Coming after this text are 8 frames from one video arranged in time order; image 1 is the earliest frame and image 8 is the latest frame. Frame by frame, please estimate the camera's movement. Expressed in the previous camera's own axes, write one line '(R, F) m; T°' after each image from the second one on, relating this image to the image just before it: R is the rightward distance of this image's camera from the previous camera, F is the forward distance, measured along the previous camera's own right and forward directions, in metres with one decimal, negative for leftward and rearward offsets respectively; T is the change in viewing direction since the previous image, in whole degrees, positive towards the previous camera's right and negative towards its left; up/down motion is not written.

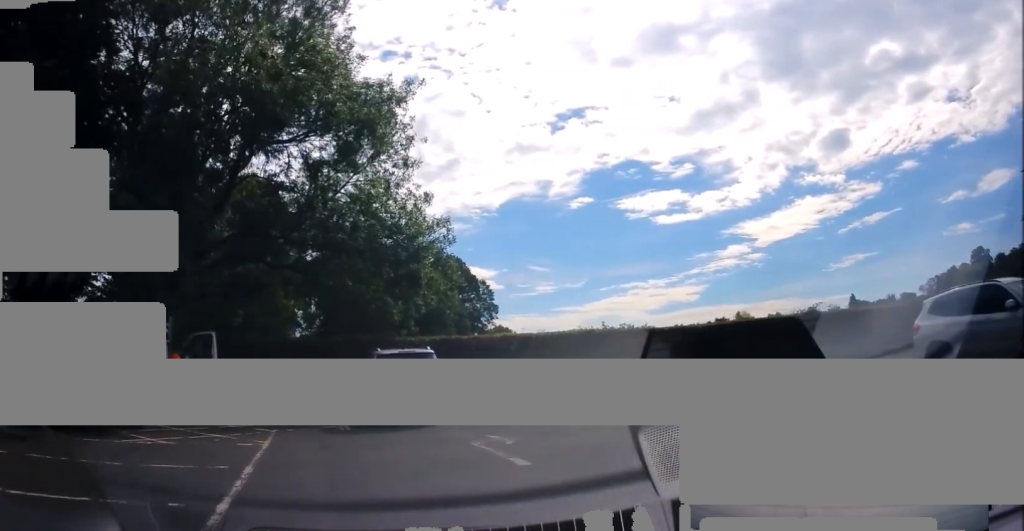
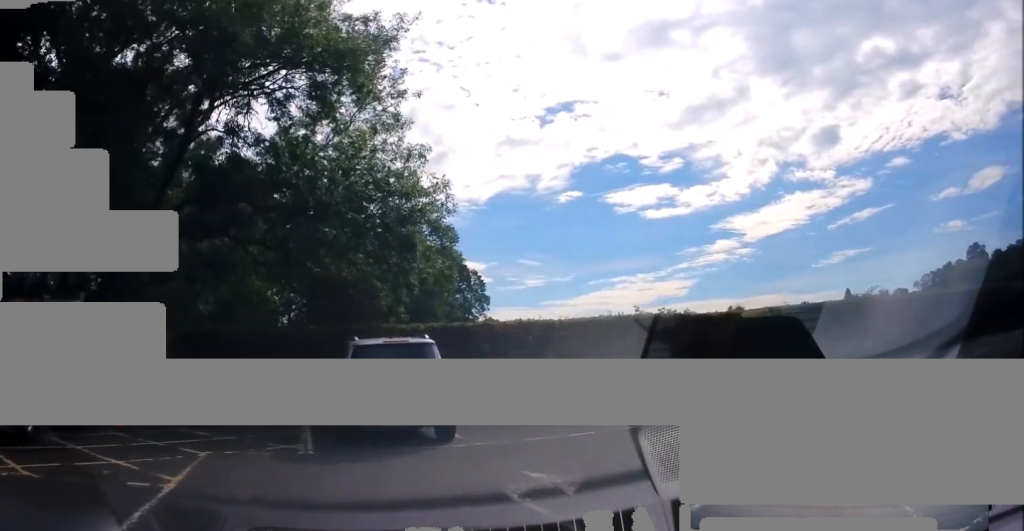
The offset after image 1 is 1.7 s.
(0.0, +4.3) m; +5°
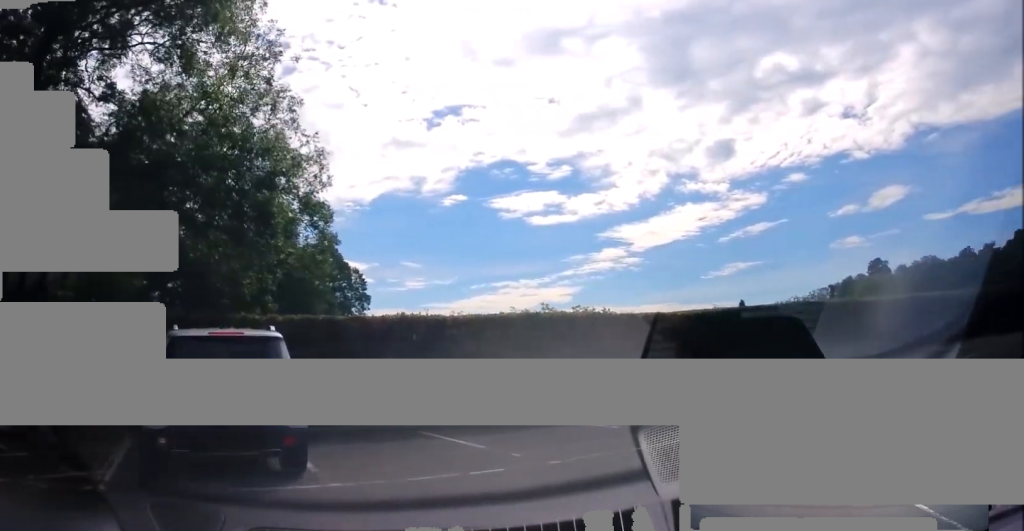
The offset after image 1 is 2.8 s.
(+0.3, +3.0) m; +14°
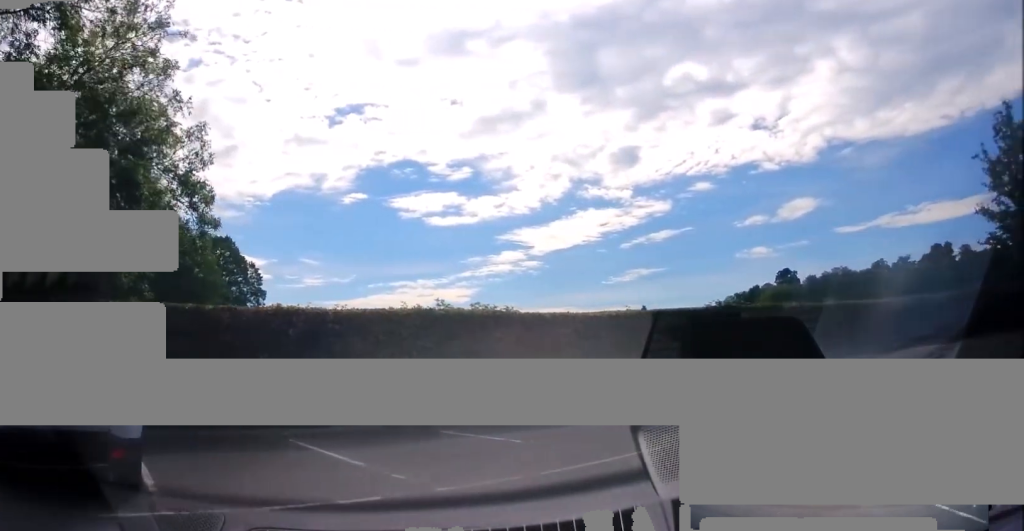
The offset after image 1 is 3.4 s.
(+0.2, +1.5) m; +7°
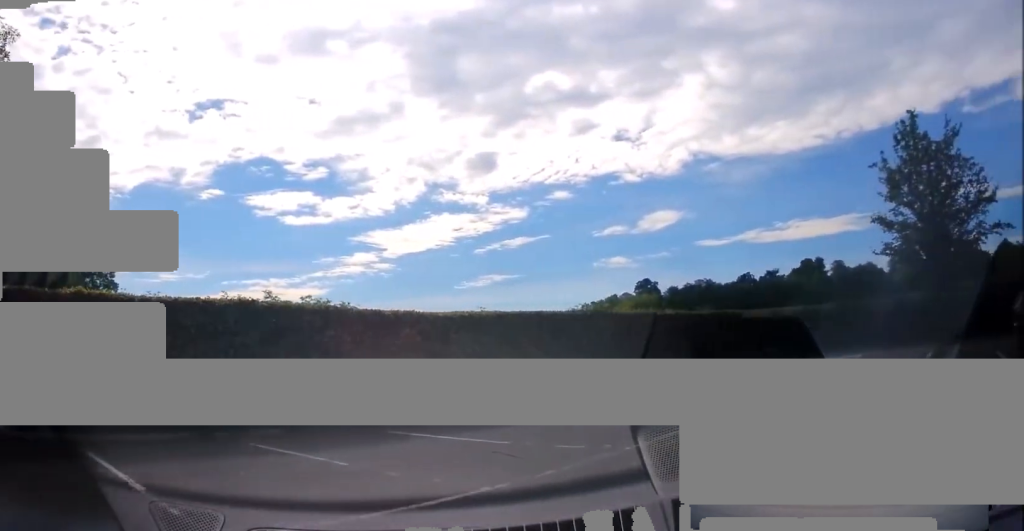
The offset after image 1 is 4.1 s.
(+0.1, +1.7) m; +8°
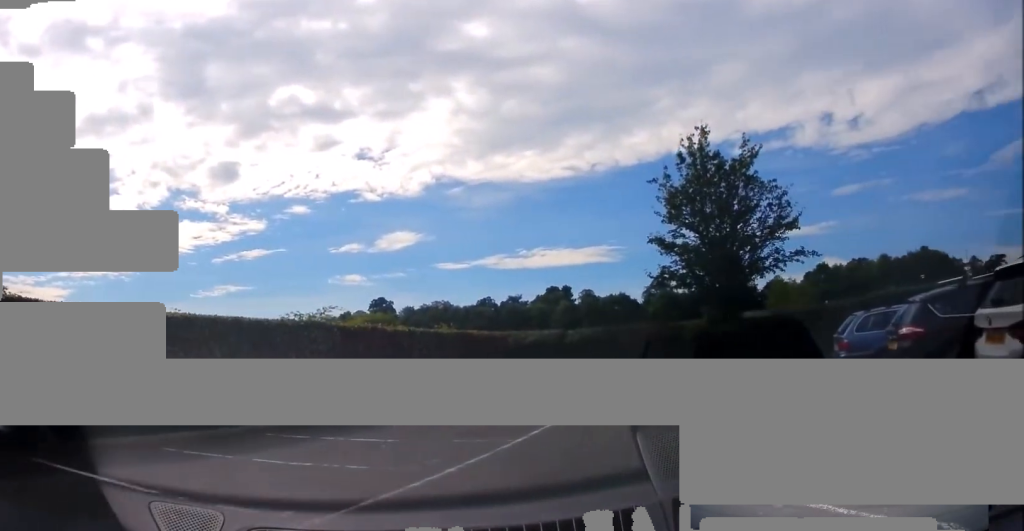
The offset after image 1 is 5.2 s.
(+0.3, +2.6) m; +18°
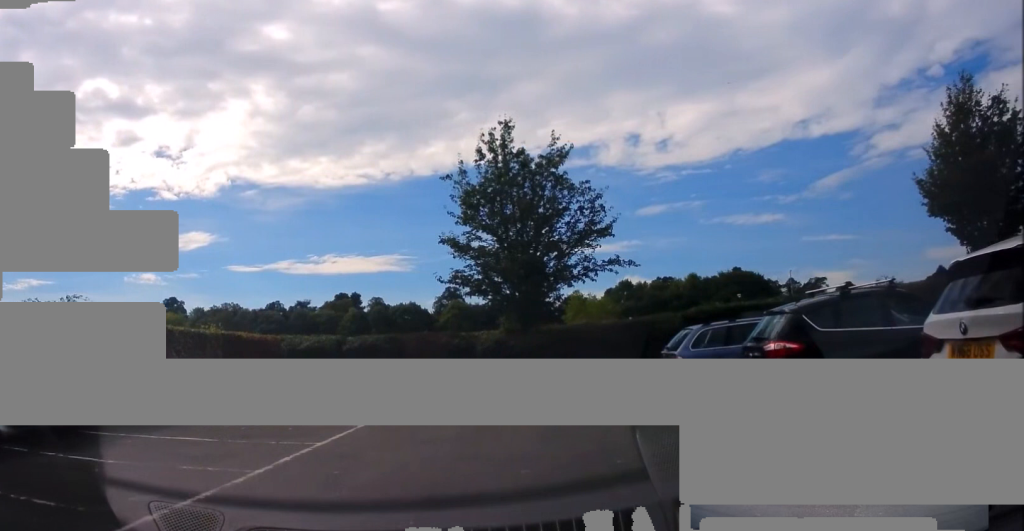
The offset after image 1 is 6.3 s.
(+0.5, +2.1) m; +12°
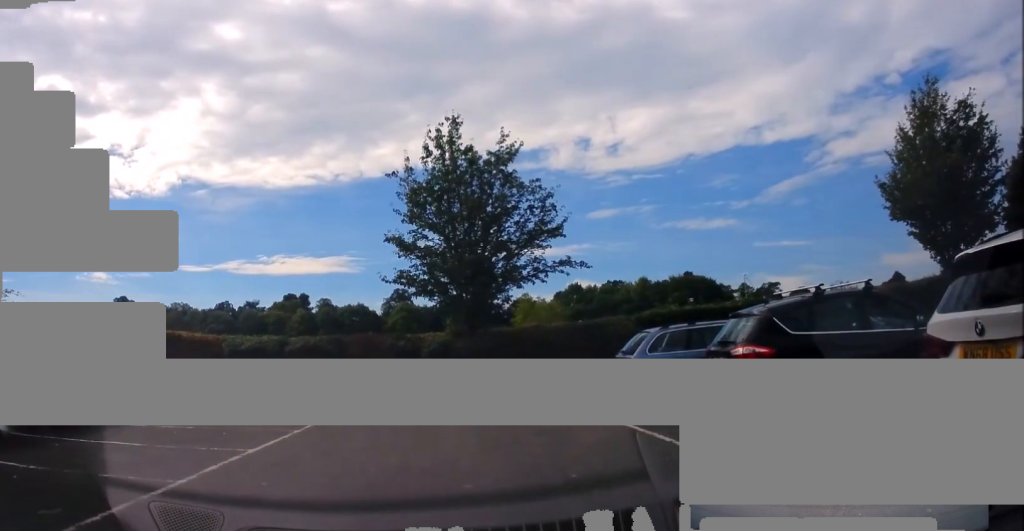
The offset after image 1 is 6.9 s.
(+0.4, +0.8) m; 0°
